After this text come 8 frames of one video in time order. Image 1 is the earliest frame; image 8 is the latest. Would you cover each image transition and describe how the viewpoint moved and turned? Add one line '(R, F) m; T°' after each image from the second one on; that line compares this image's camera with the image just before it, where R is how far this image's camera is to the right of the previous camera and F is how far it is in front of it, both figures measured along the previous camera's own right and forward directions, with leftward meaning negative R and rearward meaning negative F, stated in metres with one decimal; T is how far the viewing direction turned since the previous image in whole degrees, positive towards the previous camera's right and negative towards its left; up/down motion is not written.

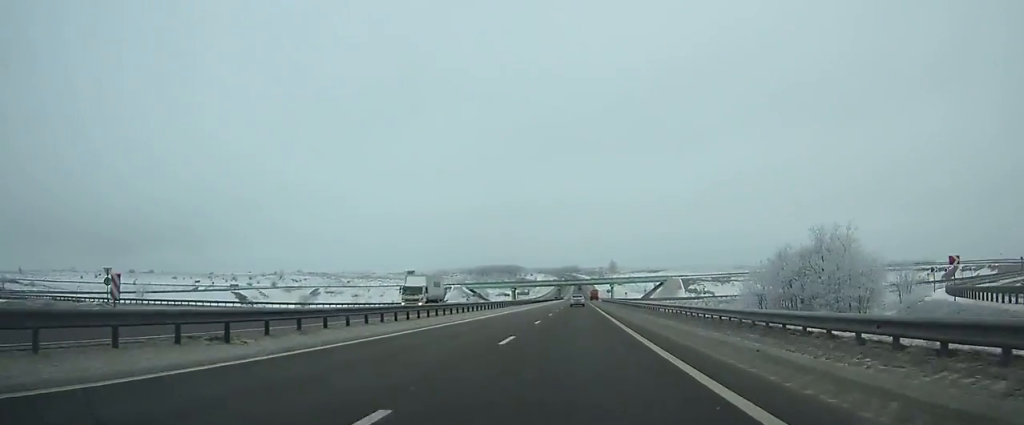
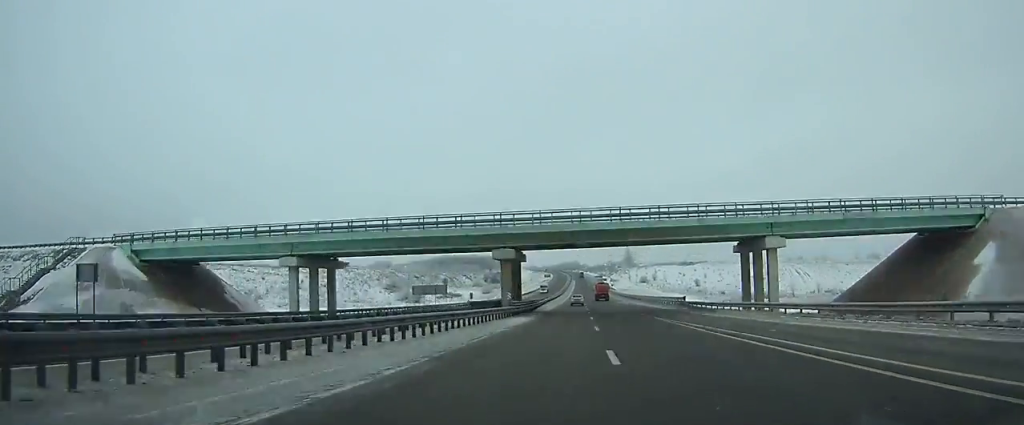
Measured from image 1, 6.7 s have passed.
(+1.0, +199.9) m; 0°
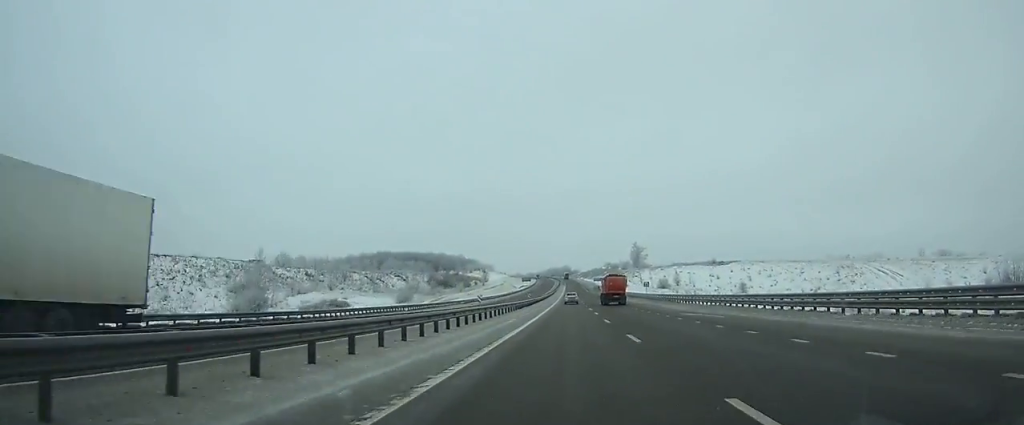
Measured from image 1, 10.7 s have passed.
(+0.4, +121.9) m; +1°
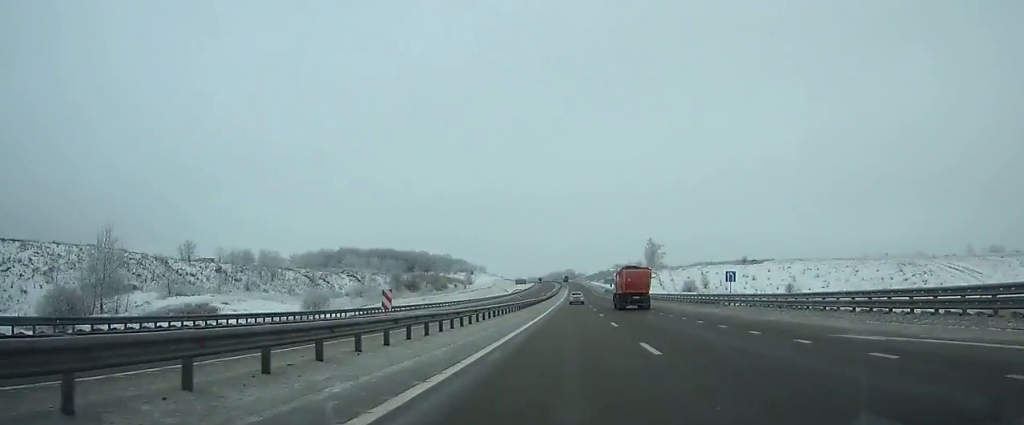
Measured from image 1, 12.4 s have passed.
(+0.2, +50.1) m; 0°
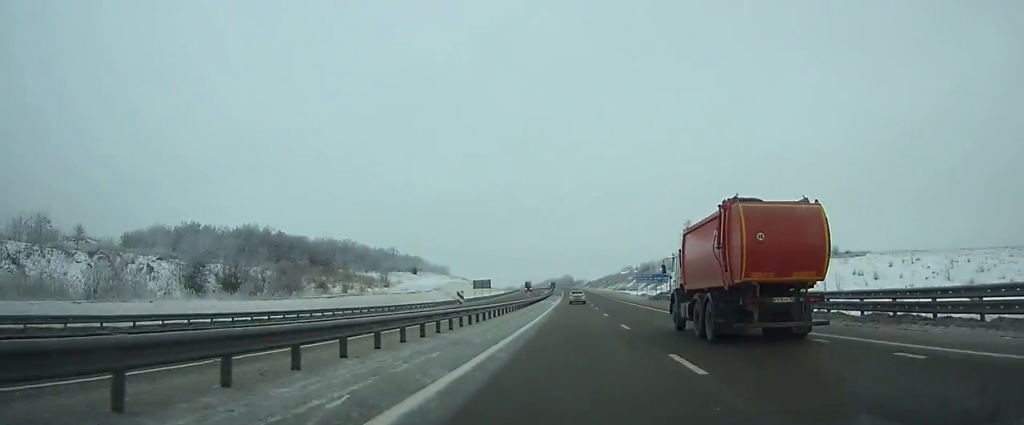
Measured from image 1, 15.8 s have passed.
(+0.3, +101.8) m; 0°
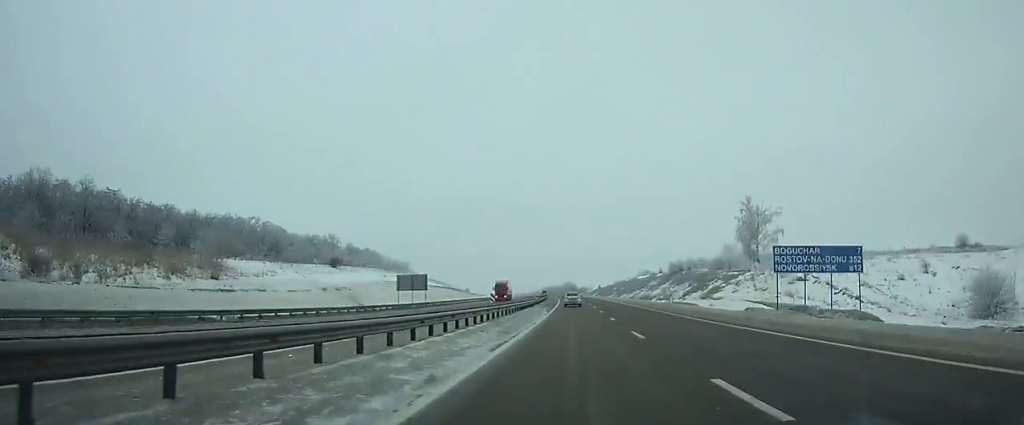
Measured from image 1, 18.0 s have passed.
(-0.1, +65.5) m; 0°
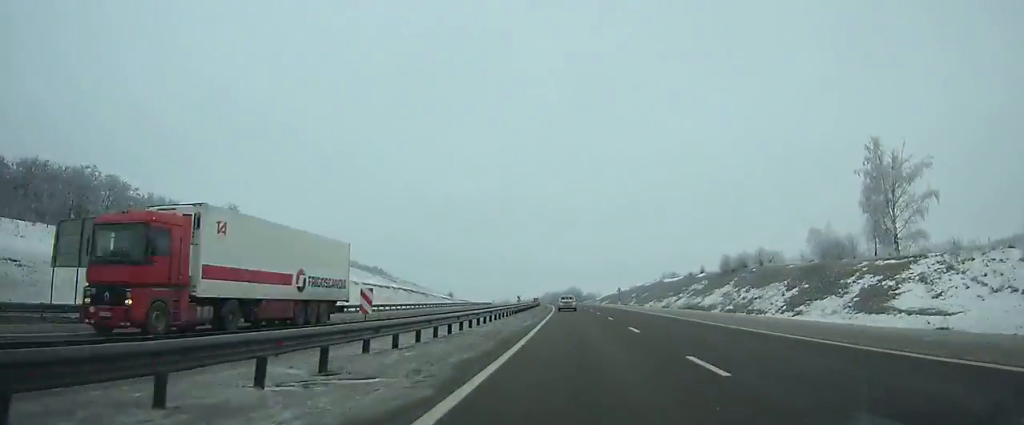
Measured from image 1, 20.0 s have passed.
(0.0, +58.6) m; -1°
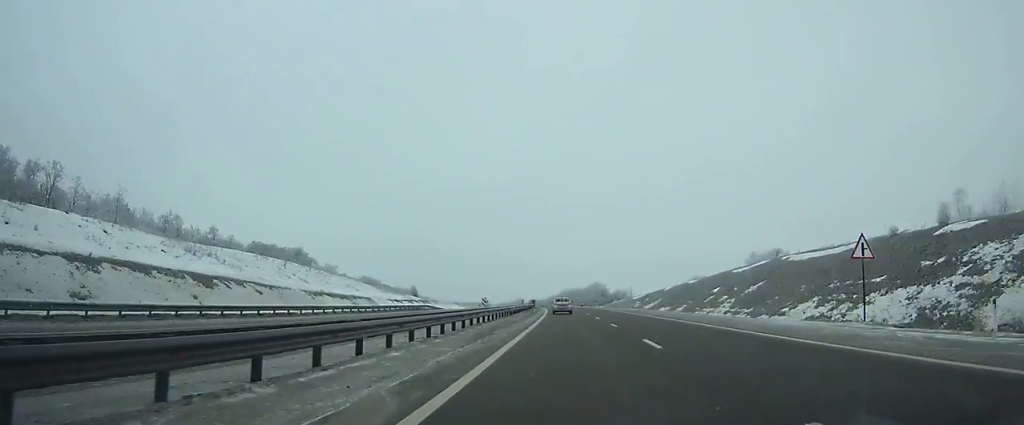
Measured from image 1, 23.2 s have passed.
(-1.3, +90.9) m; -2°
